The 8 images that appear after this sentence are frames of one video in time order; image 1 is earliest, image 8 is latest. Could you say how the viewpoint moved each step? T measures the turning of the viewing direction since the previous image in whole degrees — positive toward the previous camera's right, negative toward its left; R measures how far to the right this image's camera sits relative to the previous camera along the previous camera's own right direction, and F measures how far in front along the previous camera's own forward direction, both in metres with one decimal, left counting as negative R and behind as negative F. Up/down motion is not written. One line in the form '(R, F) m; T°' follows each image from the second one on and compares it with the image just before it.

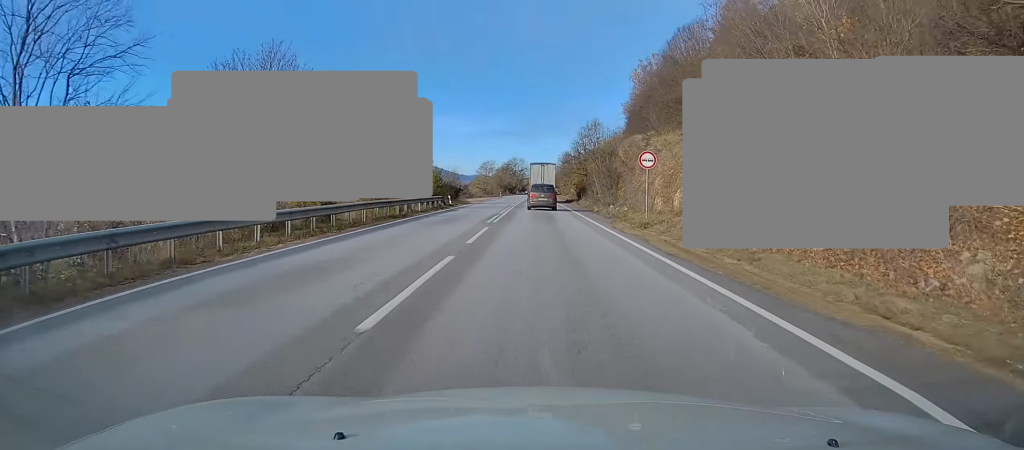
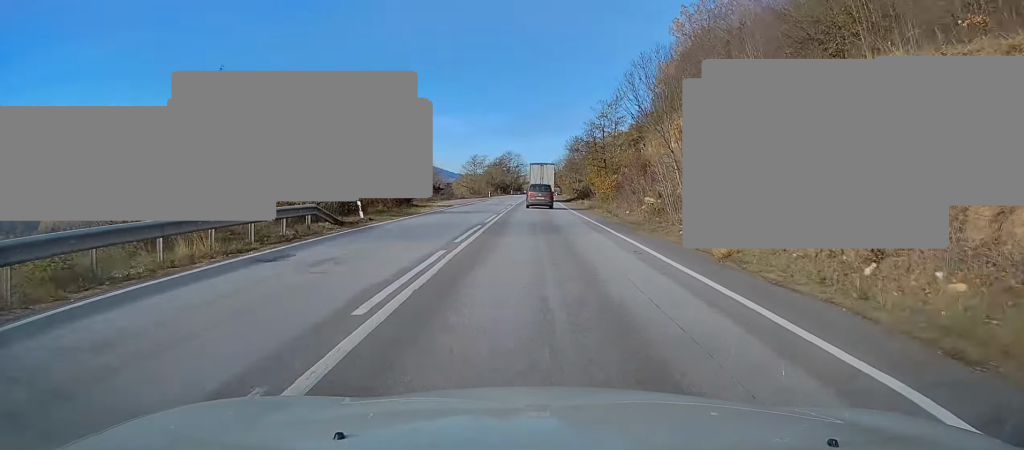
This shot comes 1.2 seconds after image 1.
(0.0, +26.2) m; 0°
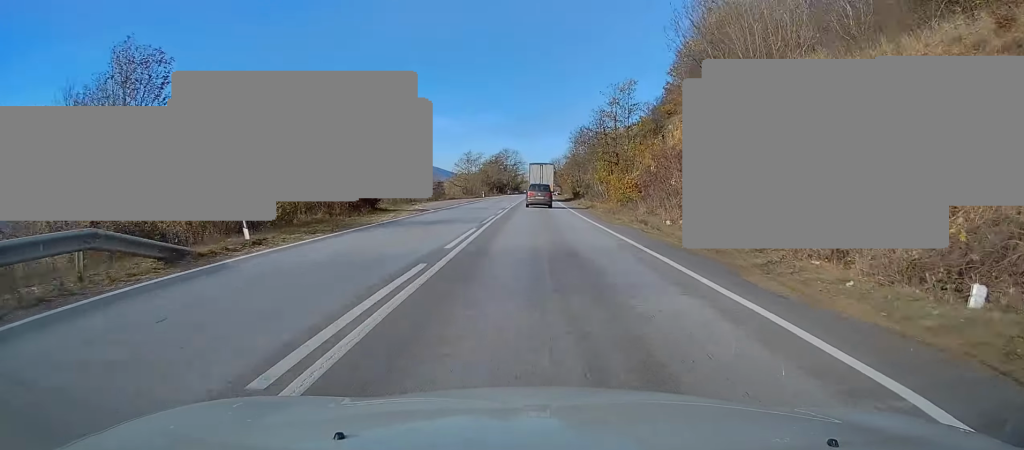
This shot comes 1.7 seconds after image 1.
(0.0, +10.3) m; 0°
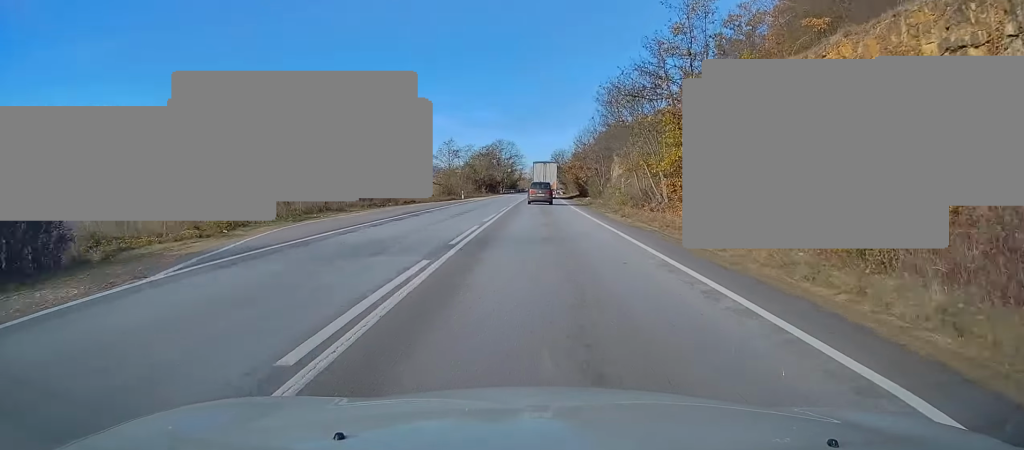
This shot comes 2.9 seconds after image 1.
(+0.1, +26.6) m; 0°
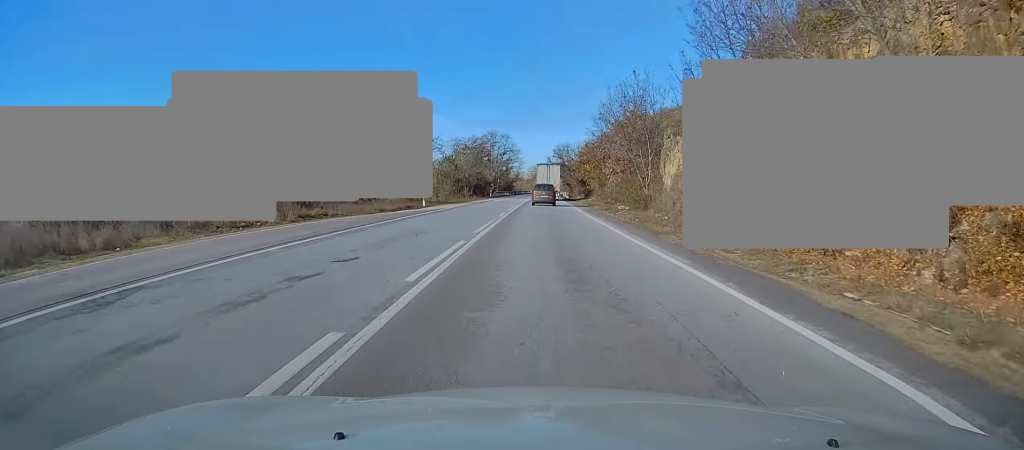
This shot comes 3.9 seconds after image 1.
(0.0, +23.1) m; 0°
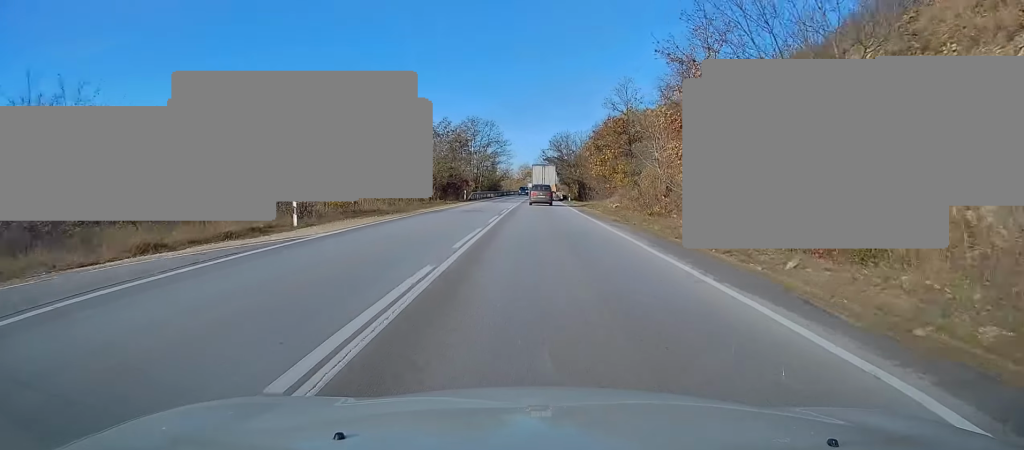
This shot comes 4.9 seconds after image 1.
(0.0, +22.5) m; 0°
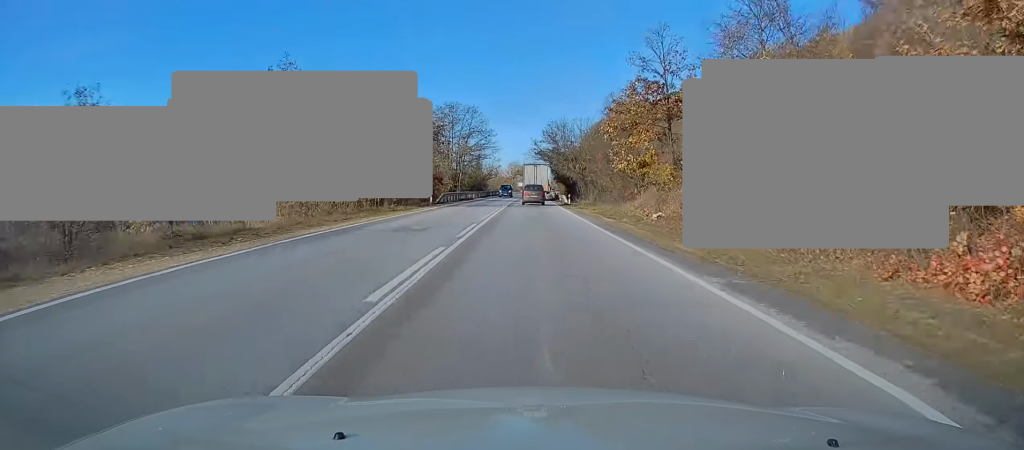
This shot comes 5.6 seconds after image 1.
(0.0, +15.2) m; 0°
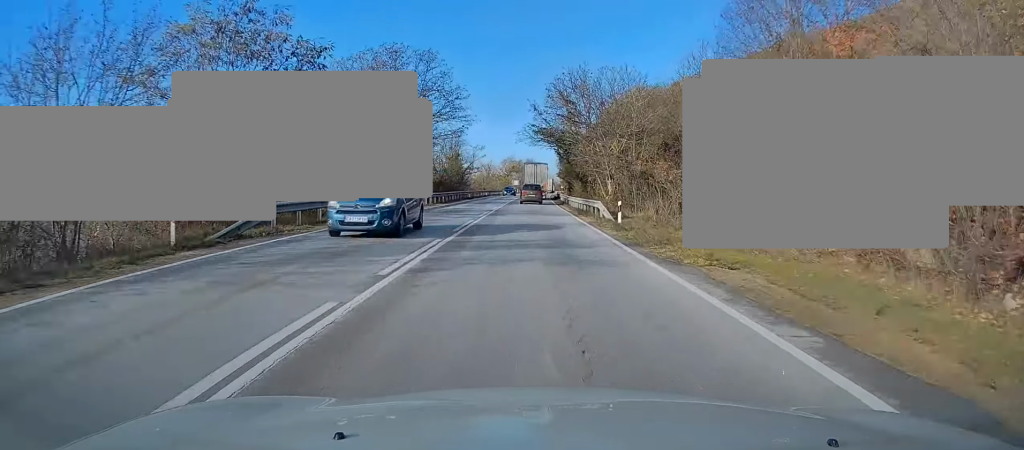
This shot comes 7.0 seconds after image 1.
(+0.1, +32.3) m; +1°
